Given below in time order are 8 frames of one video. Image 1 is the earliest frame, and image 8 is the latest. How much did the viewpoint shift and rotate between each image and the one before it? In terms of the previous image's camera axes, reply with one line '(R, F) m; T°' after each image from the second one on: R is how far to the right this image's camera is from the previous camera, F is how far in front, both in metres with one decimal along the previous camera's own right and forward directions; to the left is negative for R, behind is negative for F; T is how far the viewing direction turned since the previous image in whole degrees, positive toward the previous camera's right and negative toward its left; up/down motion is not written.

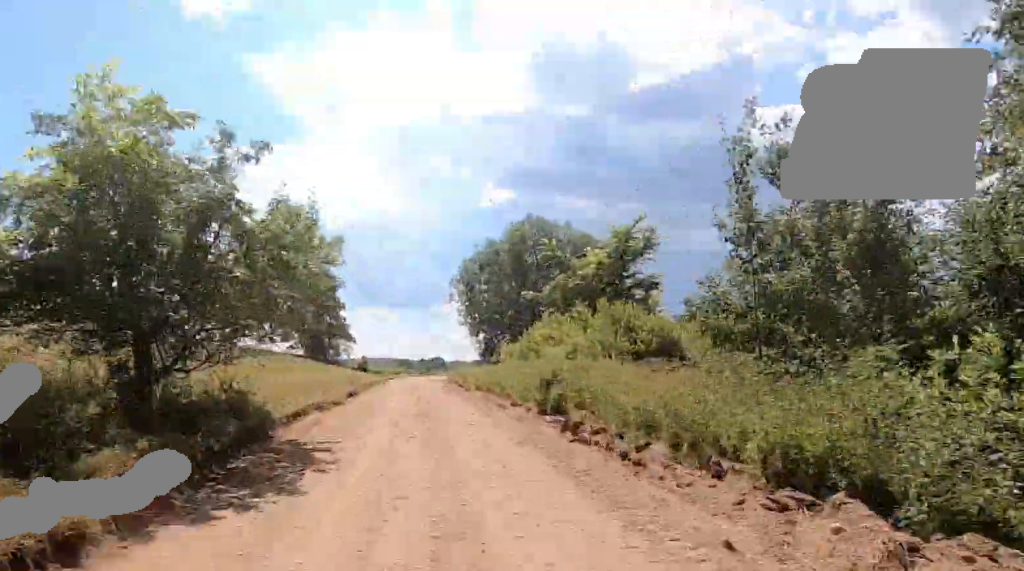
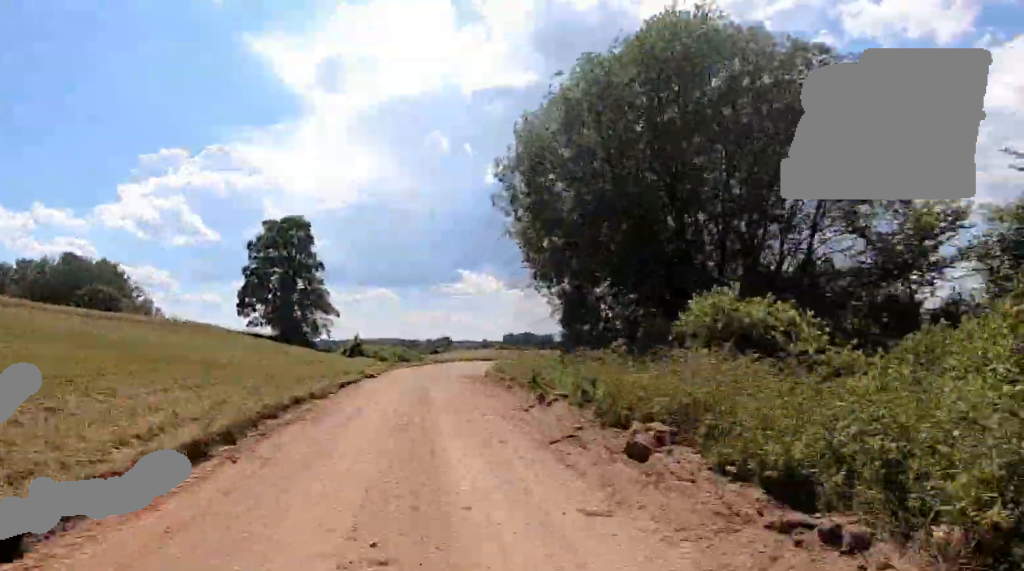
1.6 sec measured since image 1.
(+0.6, +34.0) m; +1°
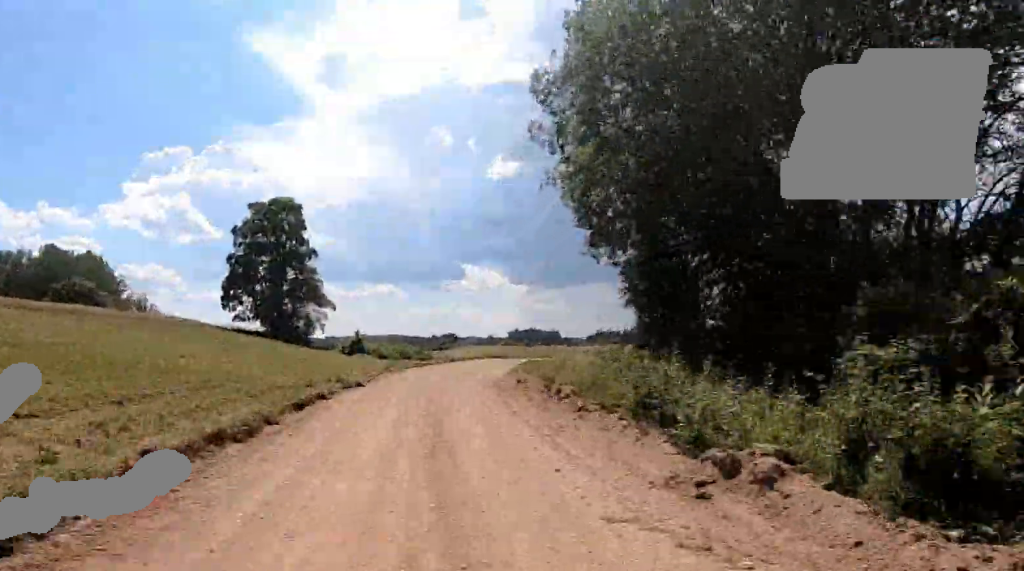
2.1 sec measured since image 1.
(0.0, +9.6) m; 0°
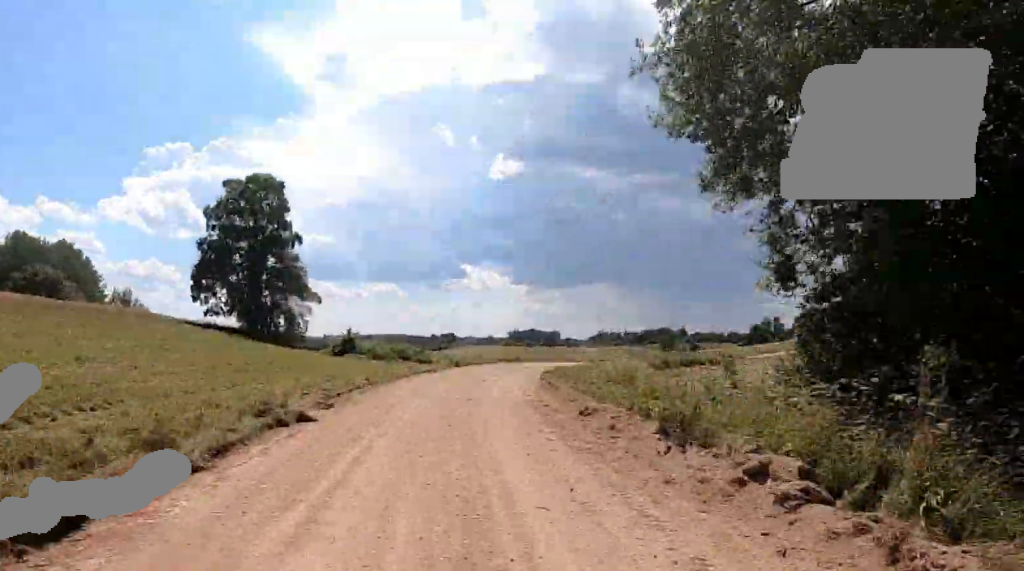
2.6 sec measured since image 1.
(0.0, +9.9) m; -8°
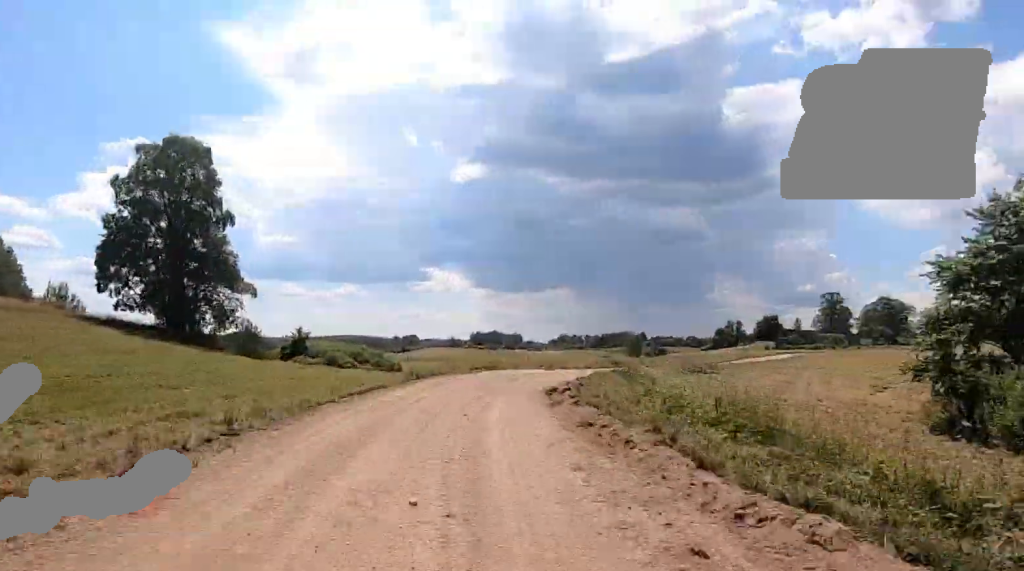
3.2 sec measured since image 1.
(+1.7, +11.6) m; -12°
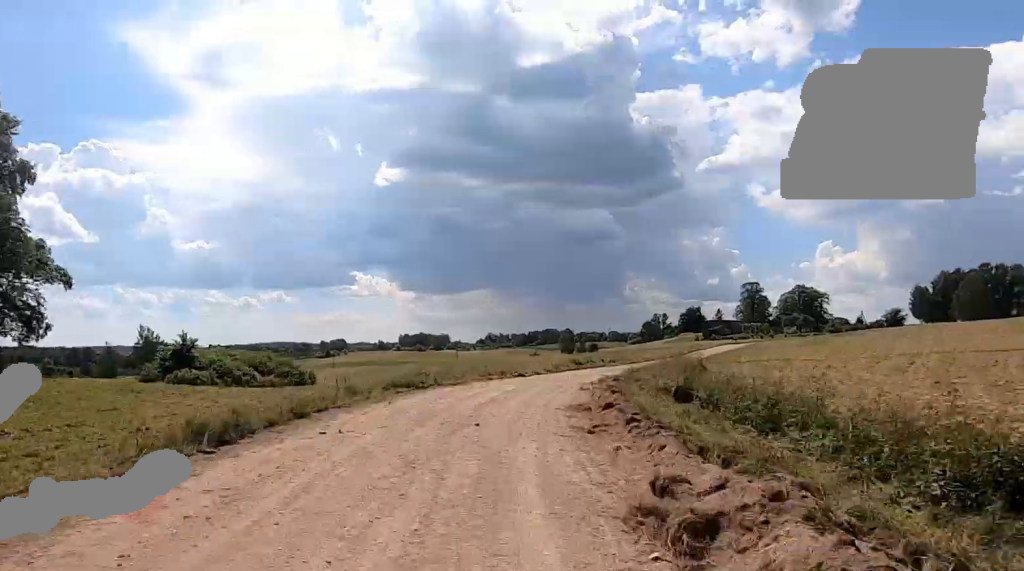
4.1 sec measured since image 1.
(-6.4, +13.1) m; +4°
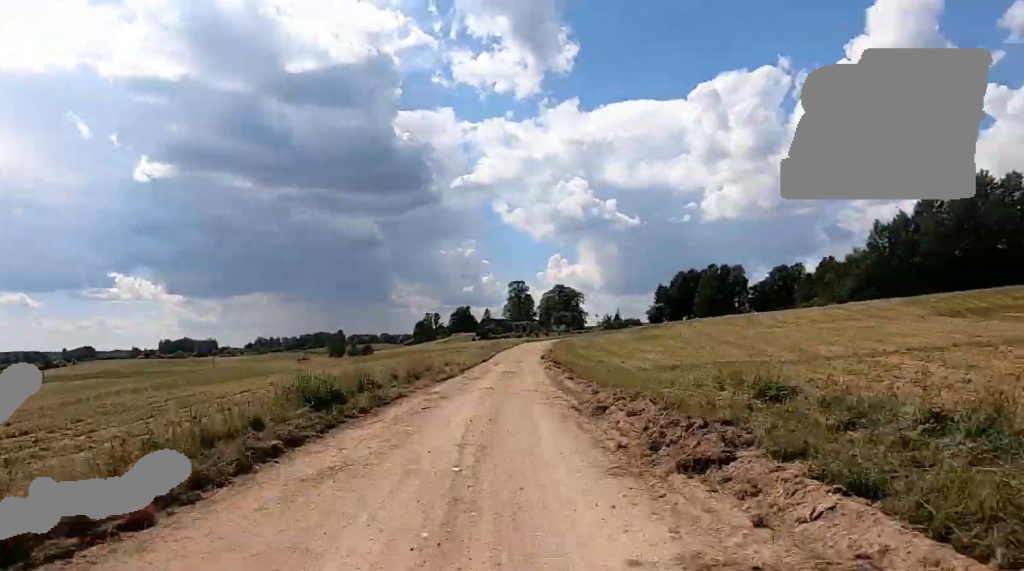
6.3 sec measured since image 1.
(+19.2, +33.1) m; +36°
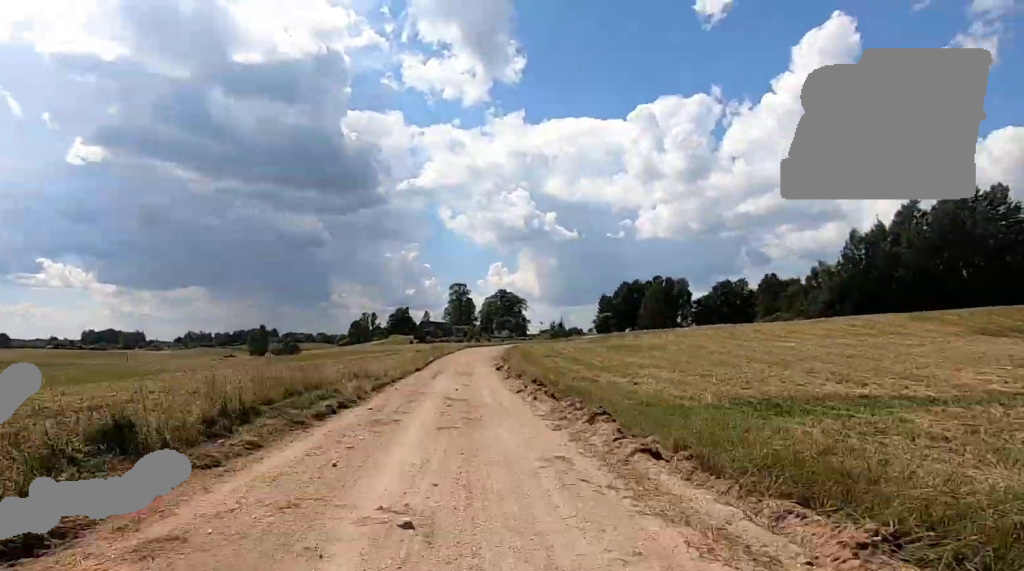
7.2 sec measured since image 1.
(0.0, +16.6) m; +2°
